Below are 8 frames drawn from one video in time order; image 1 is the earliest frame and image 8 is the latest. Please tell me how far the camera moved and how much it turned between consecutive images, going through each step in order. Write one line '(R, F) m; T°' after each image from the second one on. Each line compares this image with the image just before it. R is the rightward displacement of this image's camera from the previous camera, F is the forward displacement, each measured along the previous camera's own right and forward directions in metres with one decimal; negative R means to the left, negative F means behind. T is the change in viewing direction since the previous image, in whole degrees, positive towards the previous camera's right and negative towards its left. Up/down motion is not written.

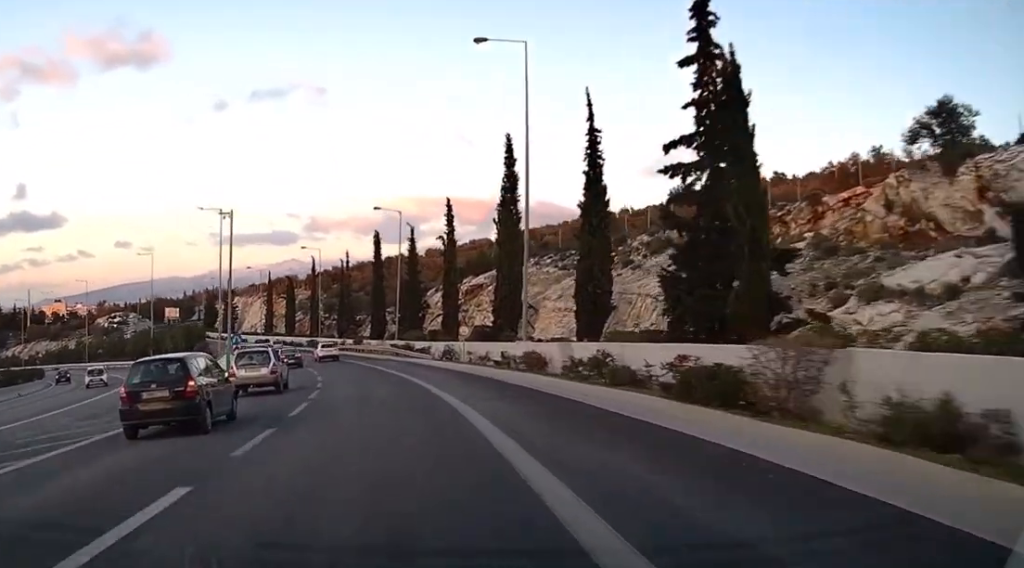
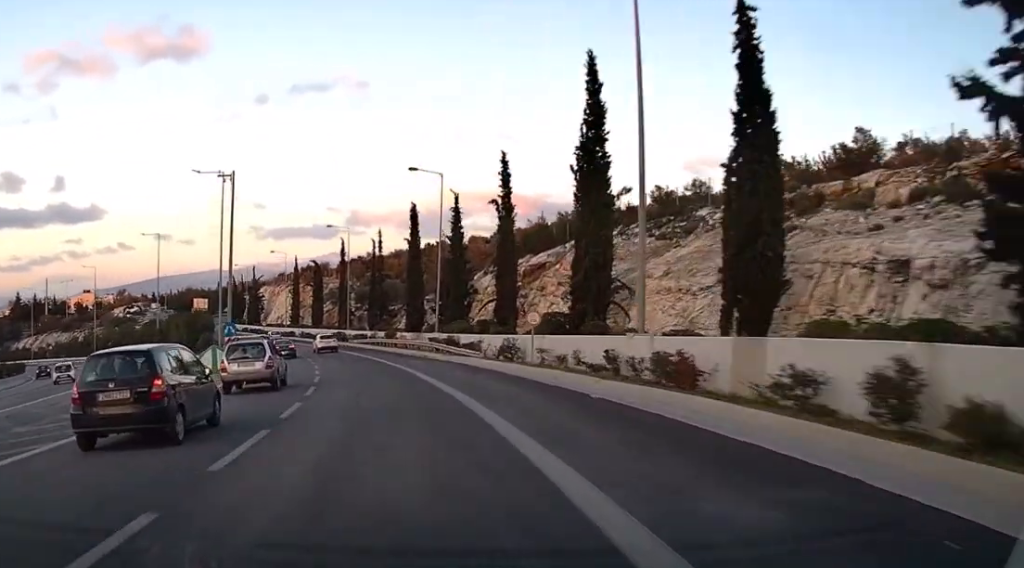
(-0.3, +13.9) m; -2°
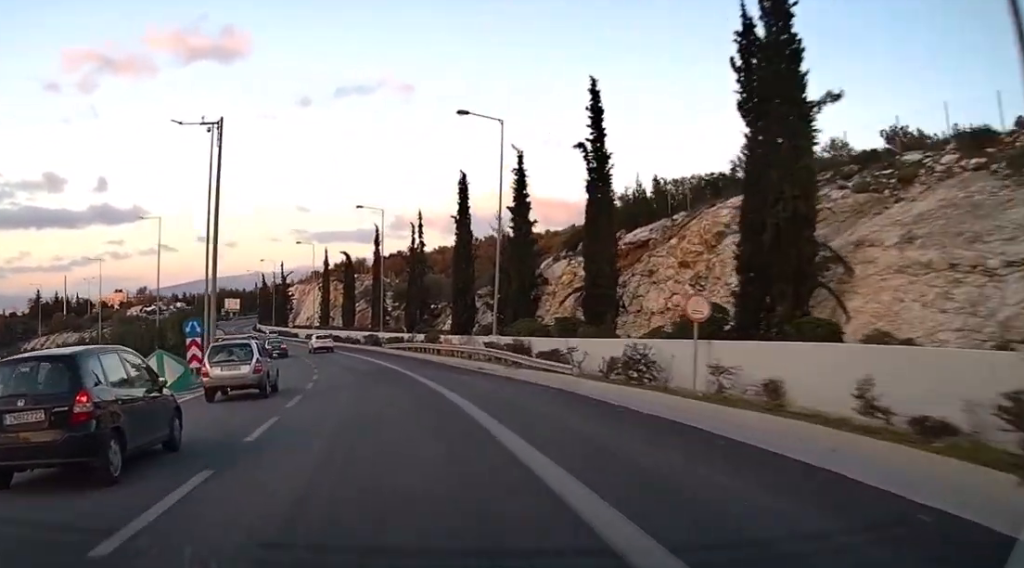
(-0.3, +15.4) m; -3°
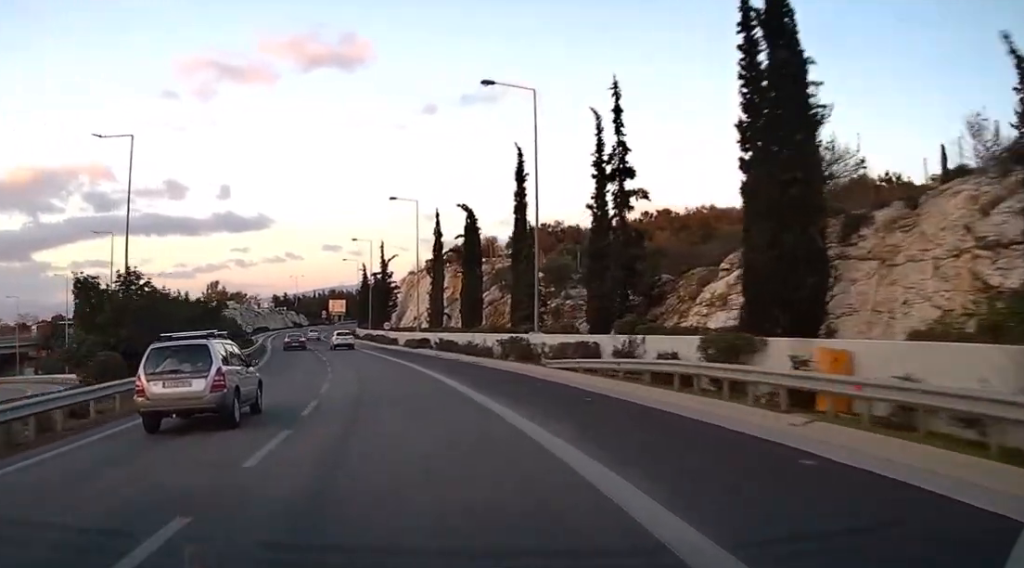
(-2.3, +37.9) m; -8°
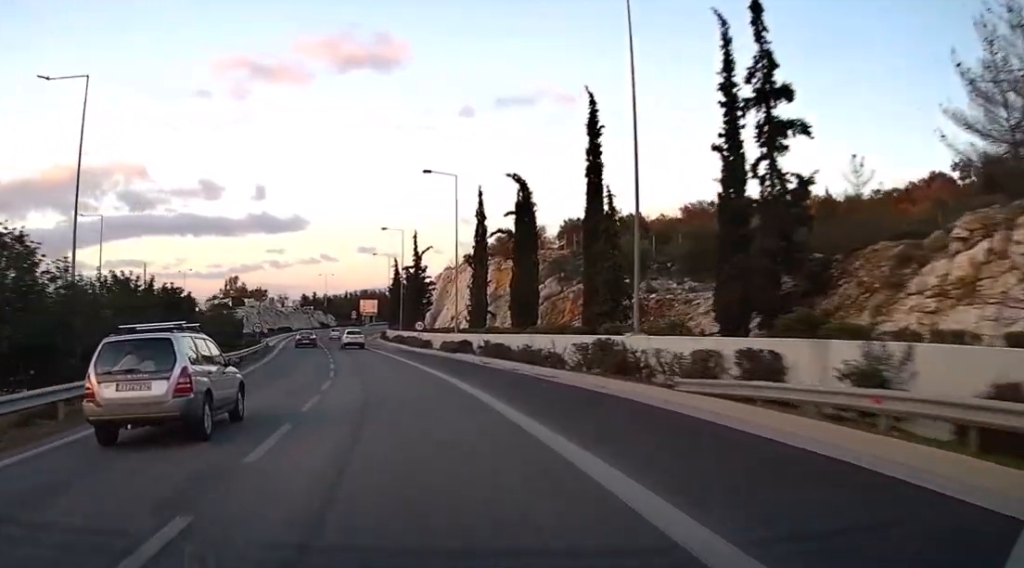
(-0.3, +12.2) m; -3°
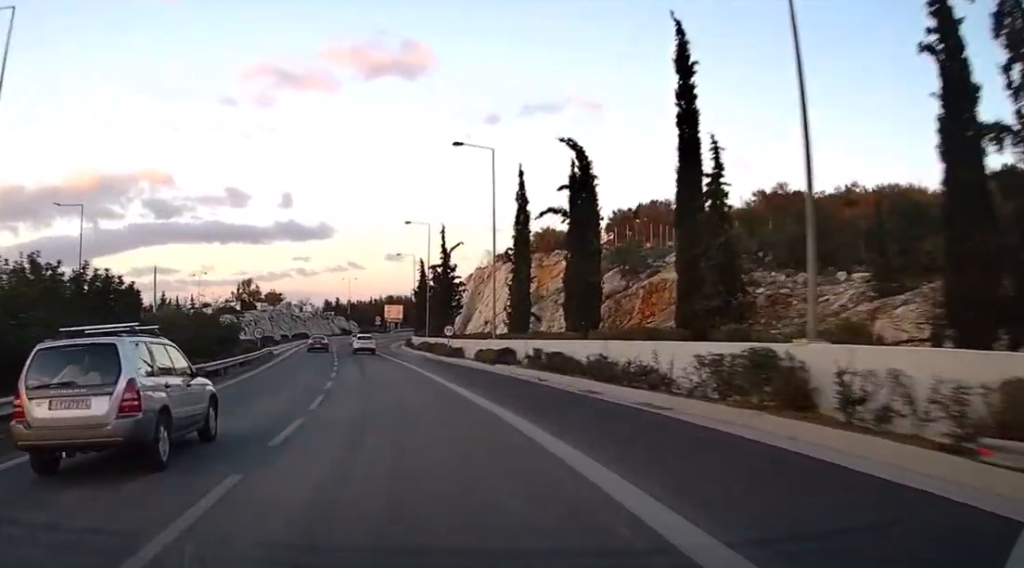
(-0.5, +10.1) m; -3°
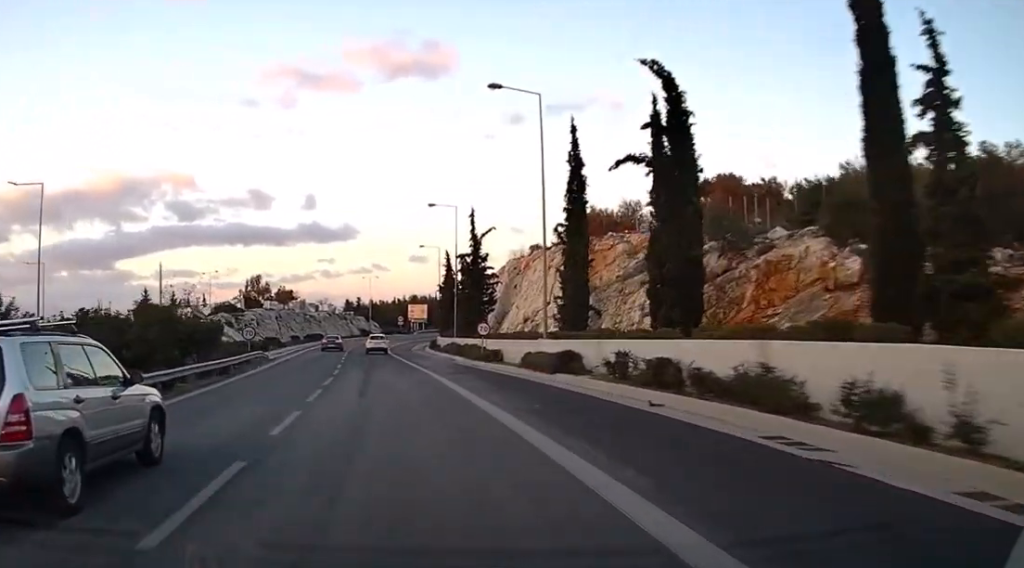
(-0.3, +11.1) m; -3°
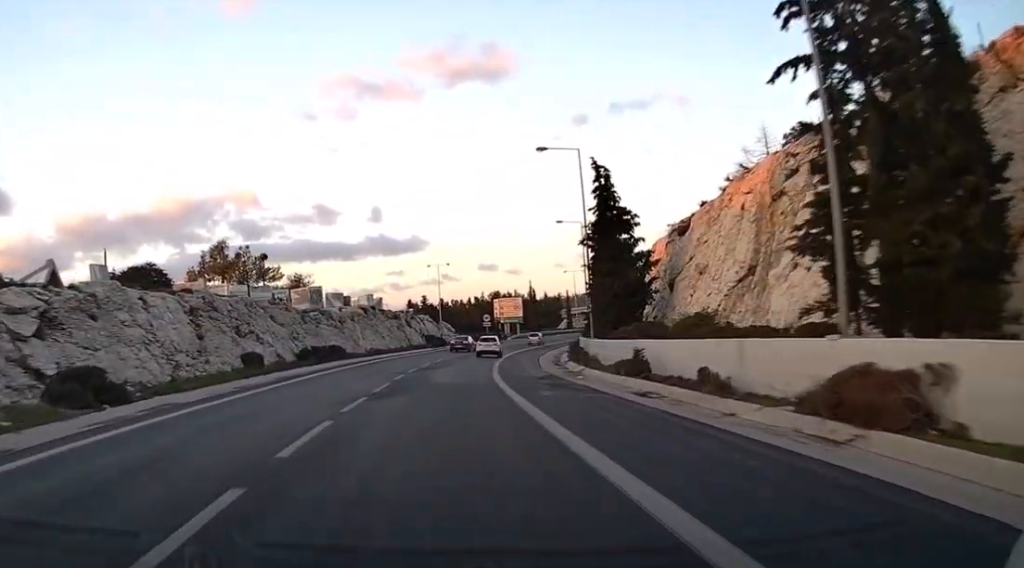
(-4.4, +56.0) m; -8°
